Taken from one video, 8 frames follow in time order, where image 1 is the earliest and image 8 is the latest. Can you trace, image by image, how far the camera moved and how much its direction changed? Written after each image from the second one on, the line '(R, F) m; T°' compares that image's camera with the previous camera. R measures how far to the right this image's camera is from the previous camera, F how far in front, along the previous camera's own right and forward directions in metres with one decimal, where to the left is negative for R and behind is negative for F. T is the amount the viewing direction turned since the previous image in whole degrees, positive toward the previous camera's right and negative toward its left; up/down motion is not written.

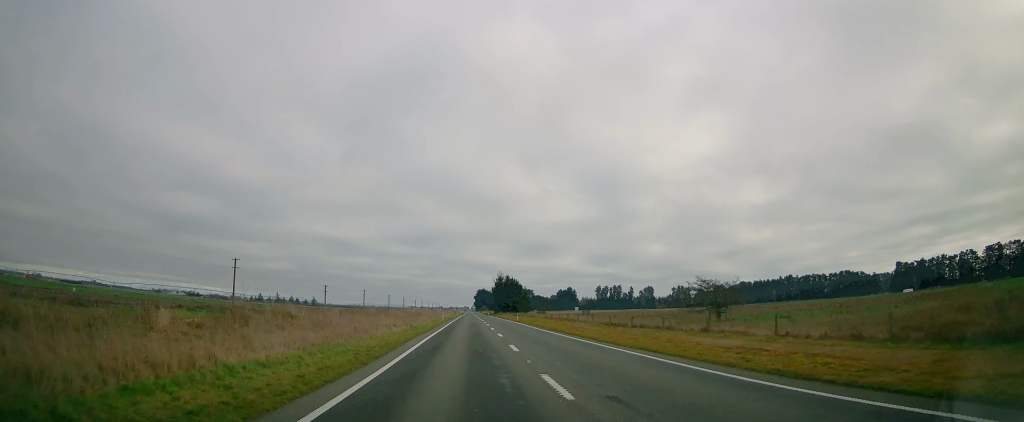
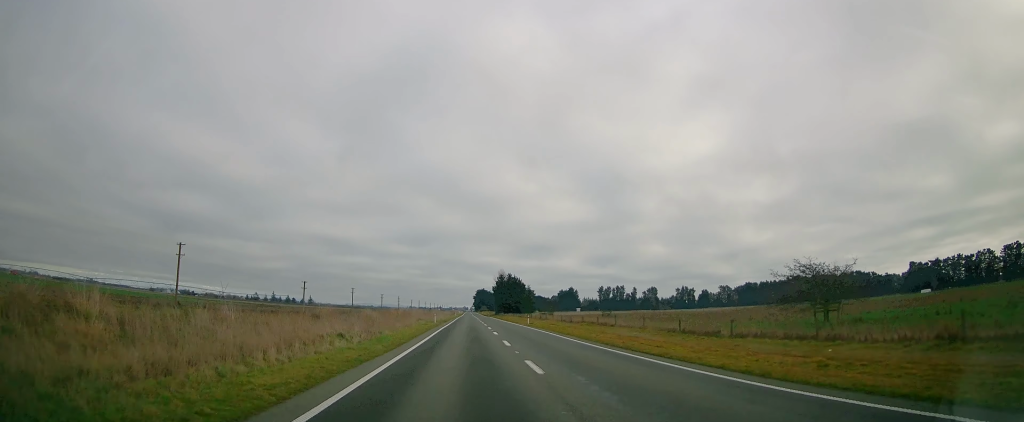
(0.0, +16.4) m; -1°
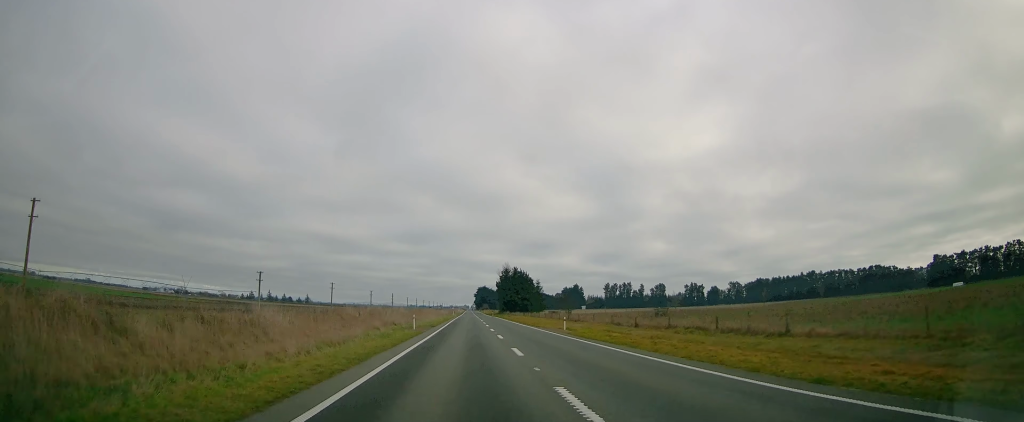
(-0.3, +25.7) m; -2°
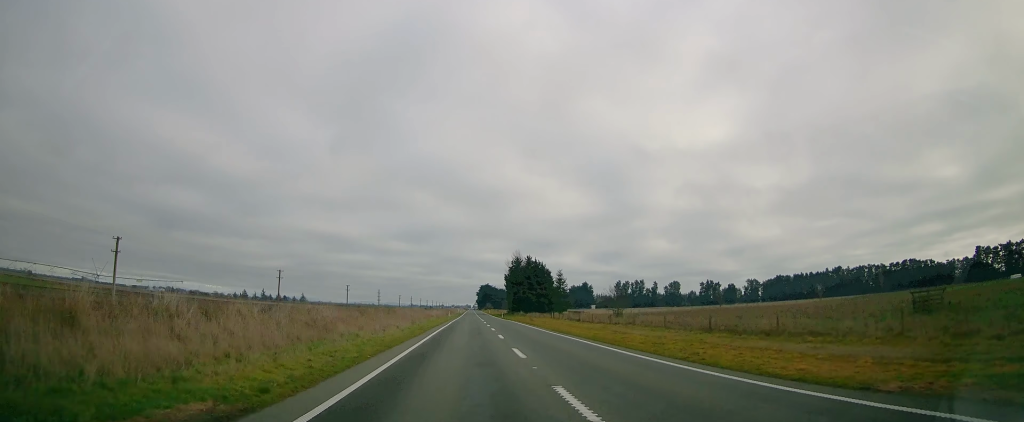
(+0.1, +40.3) m; +2°
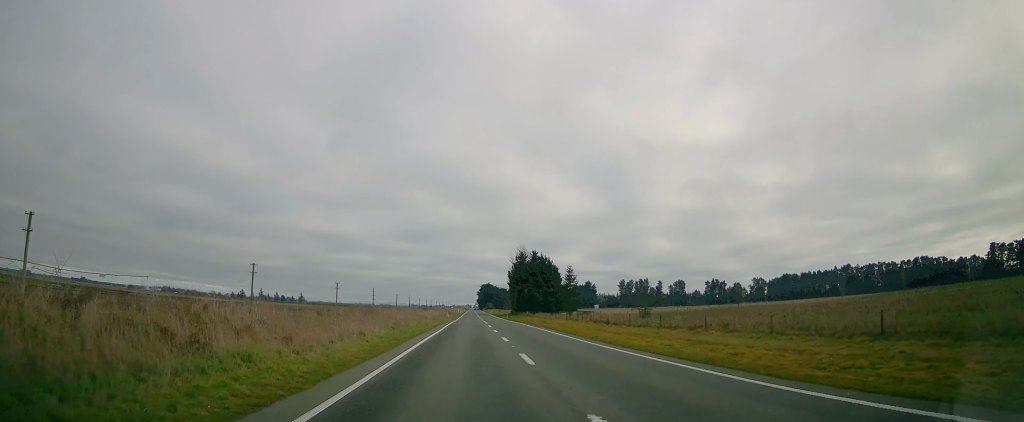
(+0.1, +12.8) m; 0°
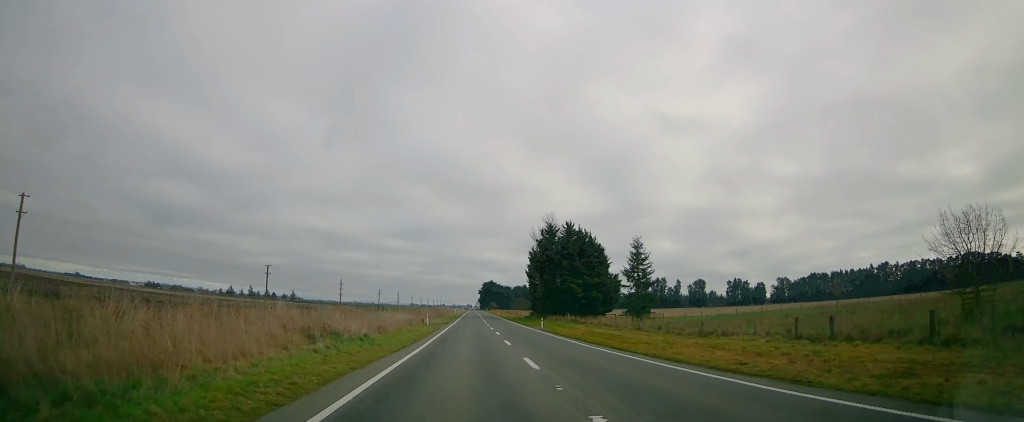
(-0.7, +50.2) m; -2°
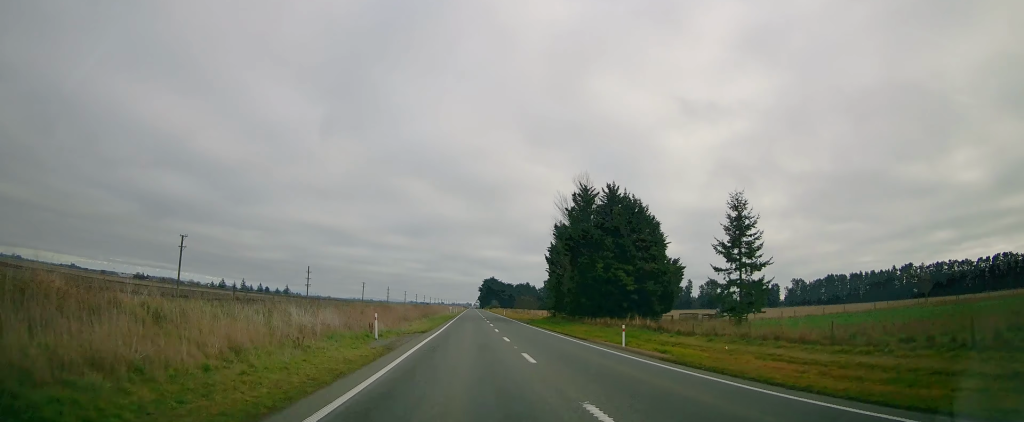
(-0.3, +29.4) m; +1°
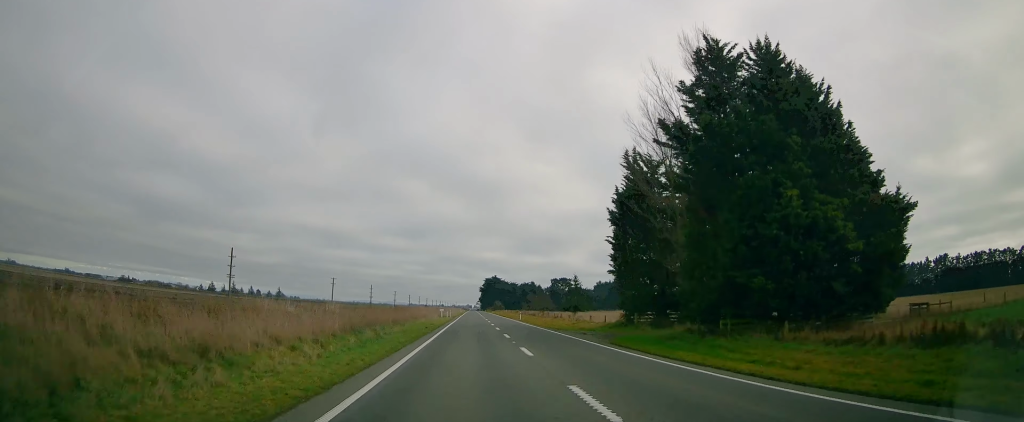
(+0.7, +38.4) m; +1°
